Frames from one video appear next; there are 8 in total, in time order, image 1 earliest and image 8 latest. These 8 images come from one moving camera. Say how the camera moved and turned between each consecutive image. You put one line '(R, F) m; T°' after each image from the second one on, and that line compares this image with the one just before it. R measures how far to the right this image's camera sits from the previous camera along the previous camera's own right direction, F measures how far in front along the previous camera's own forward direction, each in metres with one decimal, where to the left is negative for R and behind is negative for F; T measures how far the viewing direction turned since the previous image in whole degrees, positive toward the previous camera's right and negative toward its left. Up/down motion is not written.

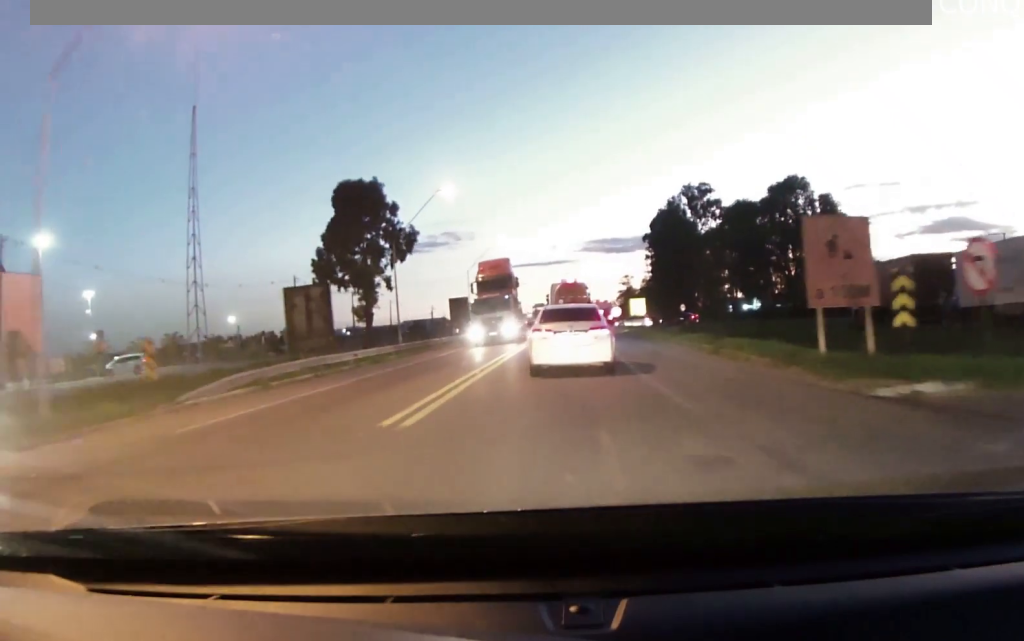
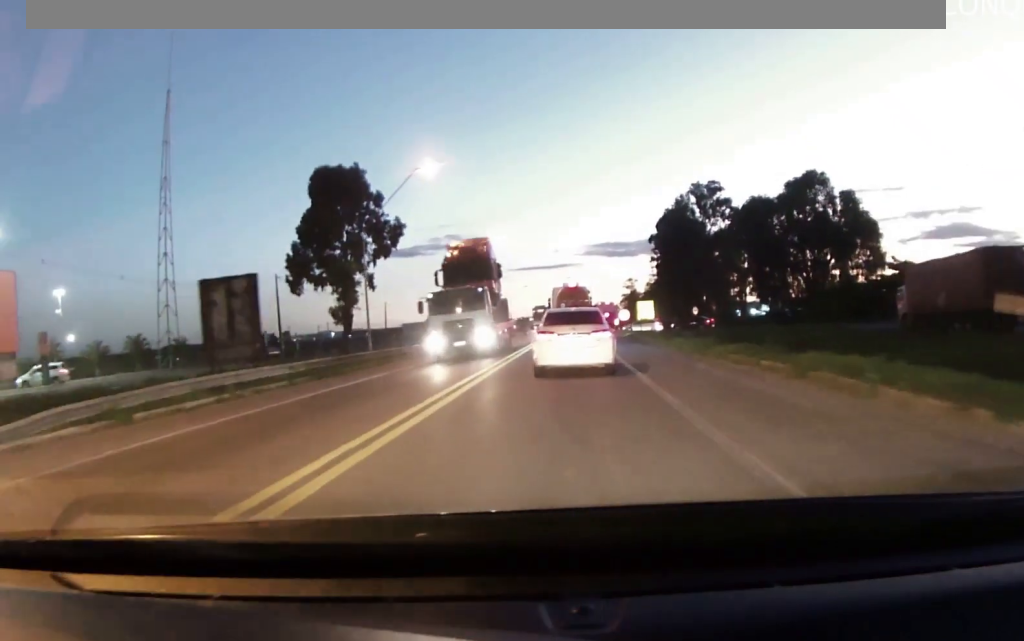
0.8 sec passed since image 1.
(0.0, +8.1) m; +1°
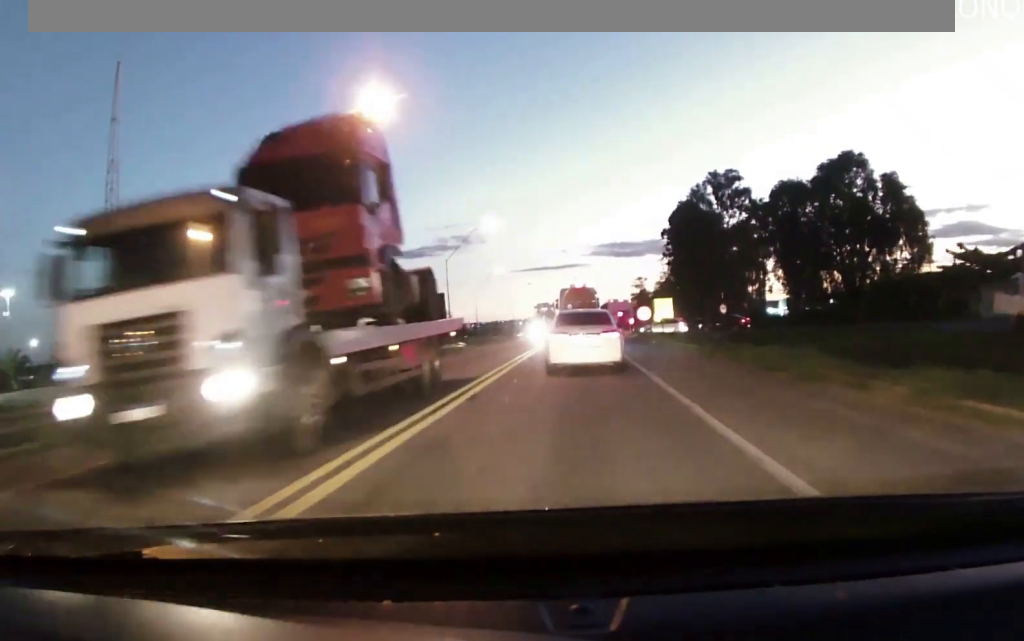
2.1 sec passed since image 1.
(+0.1, +12.8) m; -1°
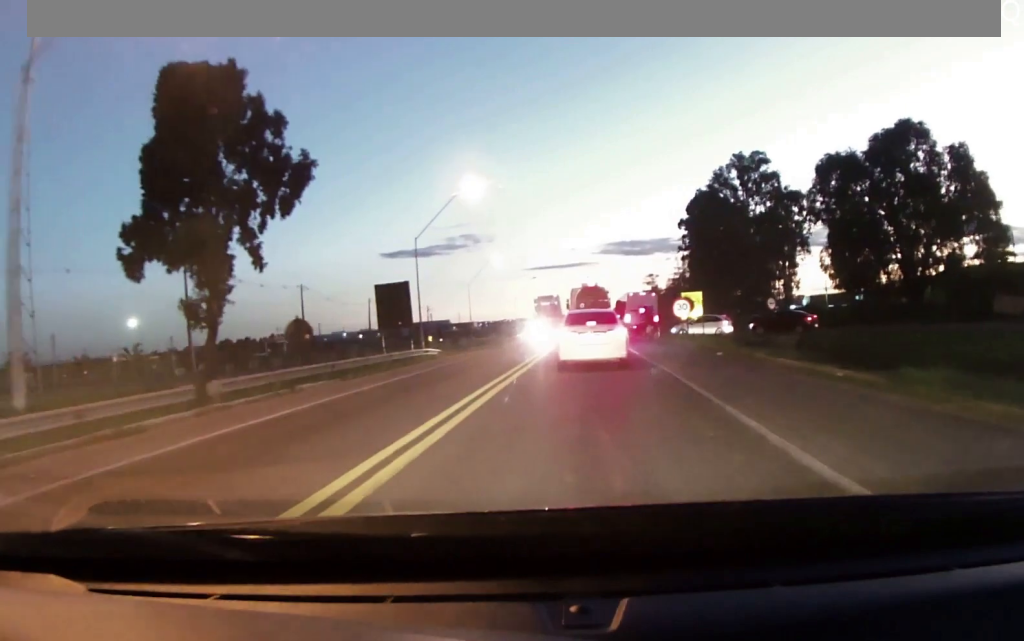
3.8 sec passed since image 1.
(-0.4, +16.1) m; -1°
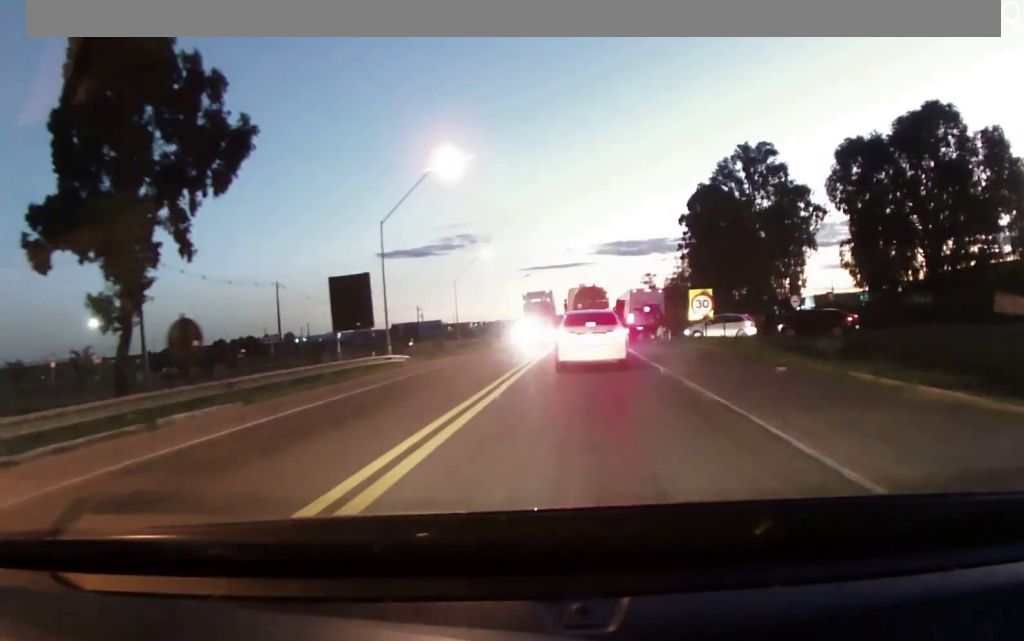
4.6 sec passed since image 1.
(+0.1, +7.9) m; 0°
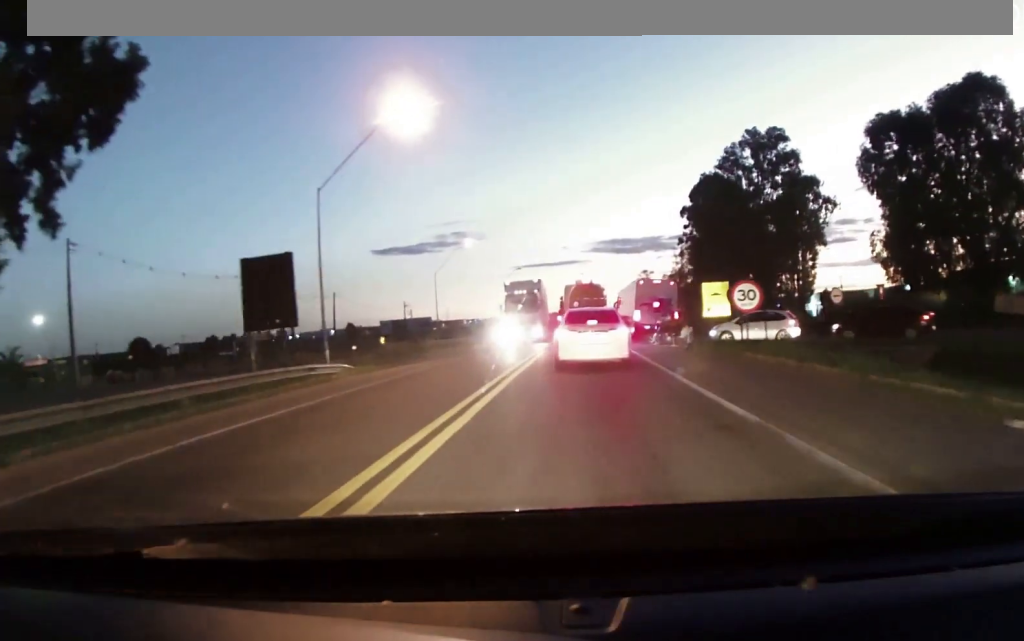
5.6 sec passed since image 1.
(-0.2, +9.4) m; +2°
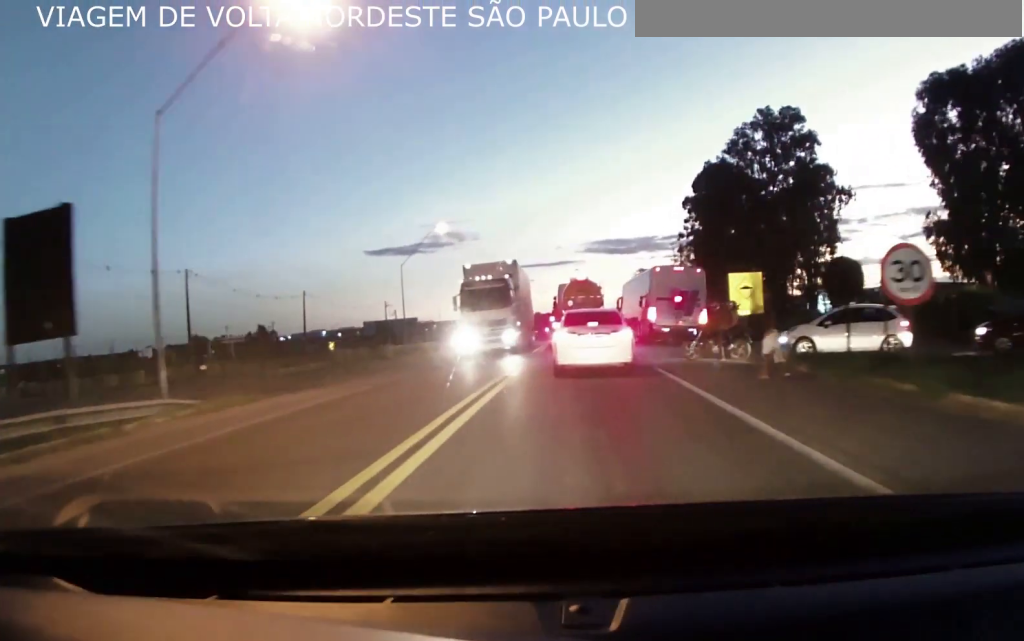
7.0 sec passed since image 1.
(+0.3, +12.9) m; 0°
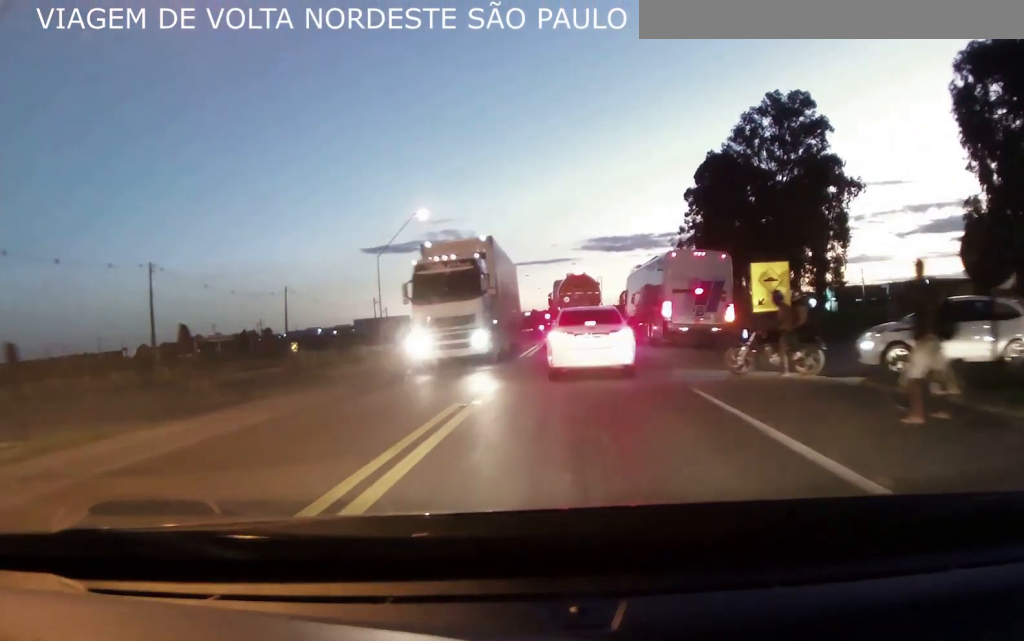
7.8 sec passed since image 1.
(-0.2, +7.1) m; 0°
